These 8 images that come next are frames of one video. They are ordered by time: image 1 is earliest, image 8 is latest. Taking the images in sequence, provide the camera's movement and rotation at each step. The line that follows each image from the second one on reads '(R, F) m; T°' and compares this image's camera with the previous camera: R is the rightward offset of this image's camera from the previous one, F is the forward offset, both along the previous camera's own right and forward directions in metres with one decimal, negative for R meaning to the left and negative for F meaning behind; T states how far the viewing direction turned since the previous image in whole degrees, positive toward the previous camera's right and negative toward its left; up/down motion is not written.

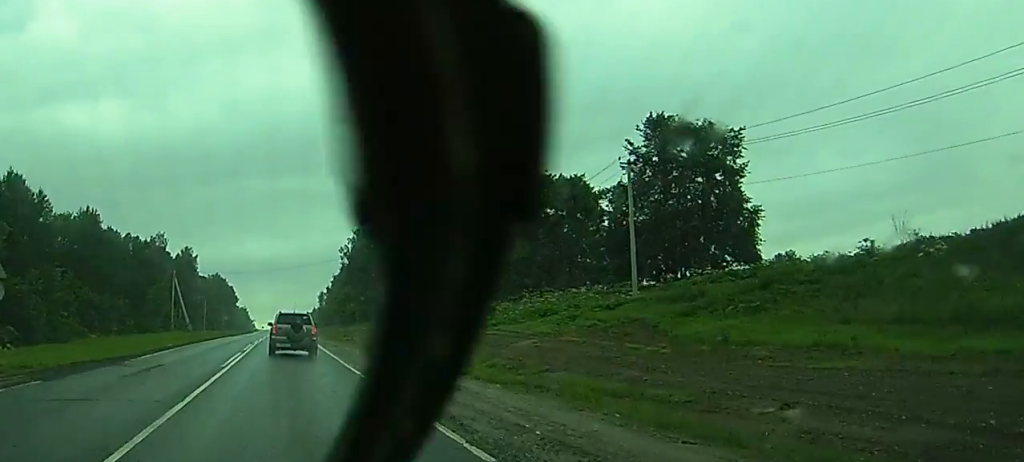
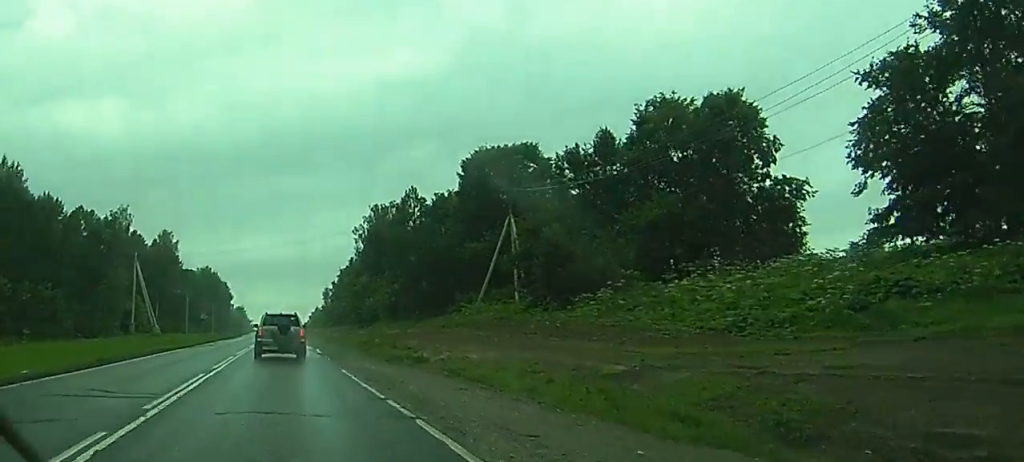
(+0.2, +37.7) m; +1°
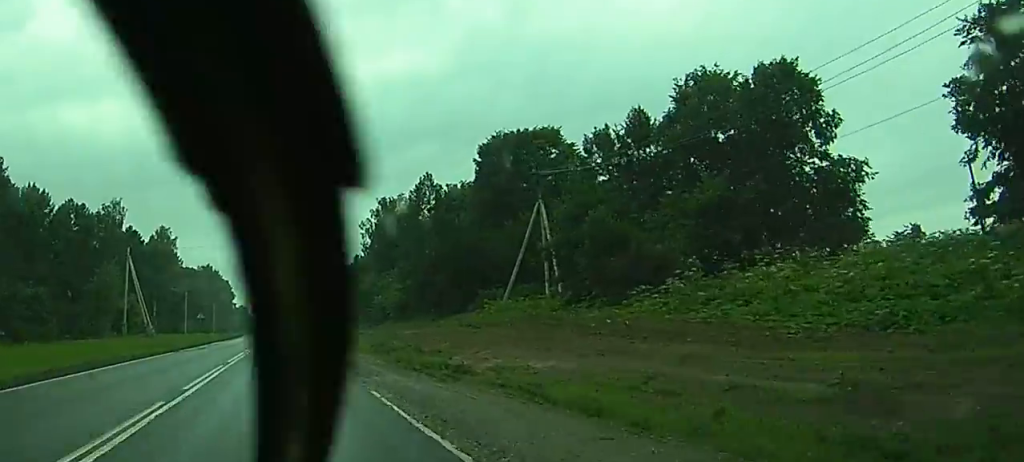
(+0.1, +7.5) m; 0°
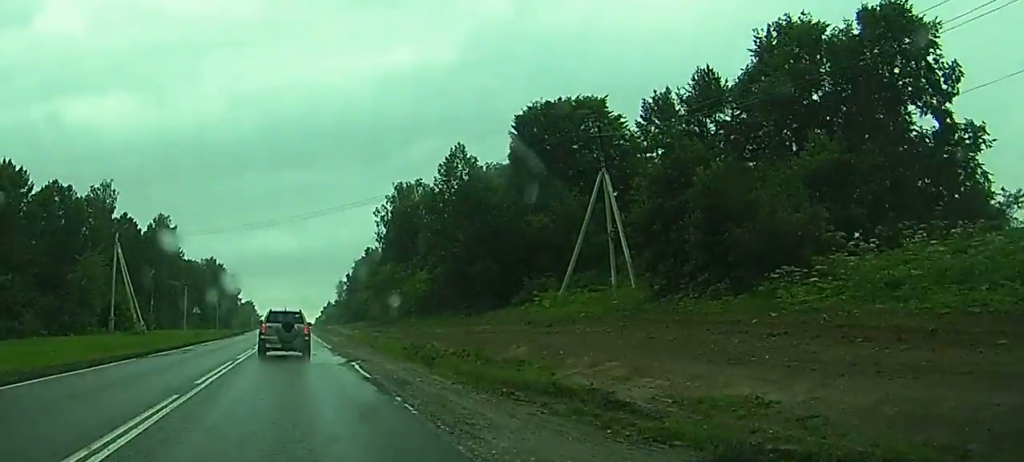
(0.0, +11.4) m; 0°
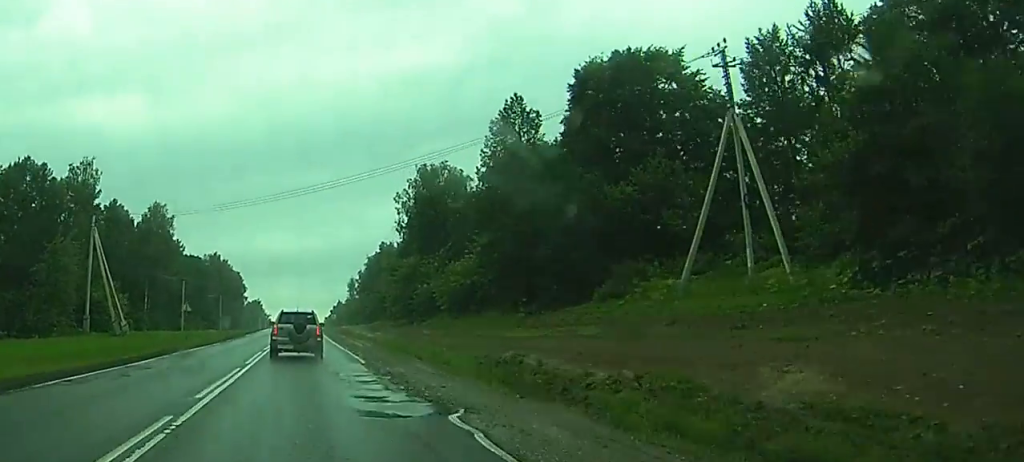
(-0.1, +14.8) m; -1°
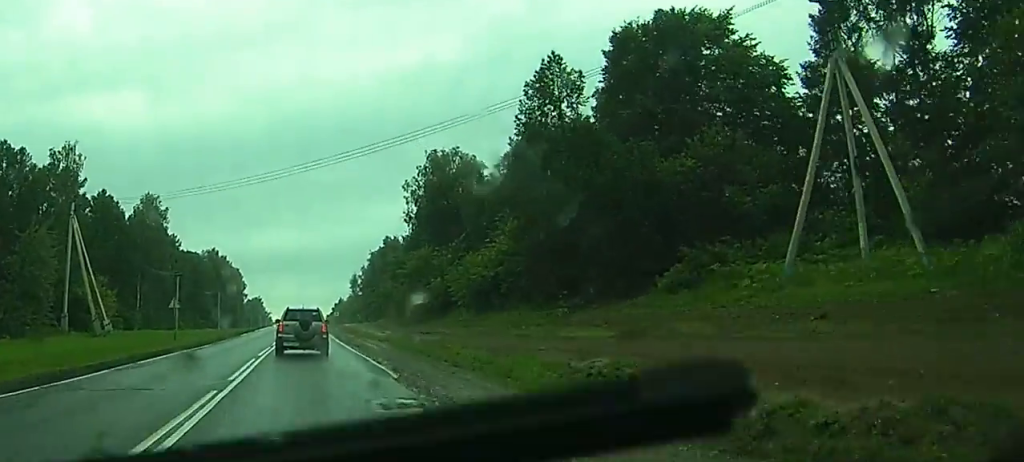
(0.0, +7.9) m; 0°
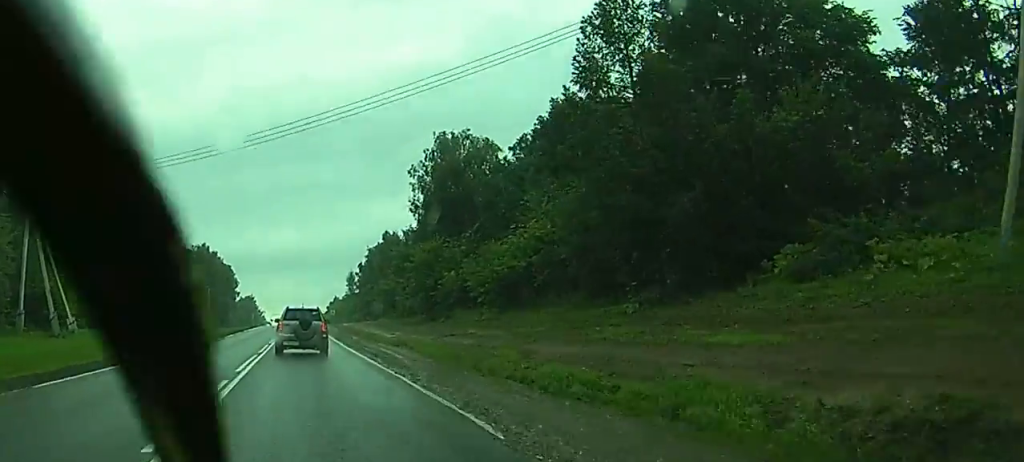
(0.0, +10.1) m; 0°
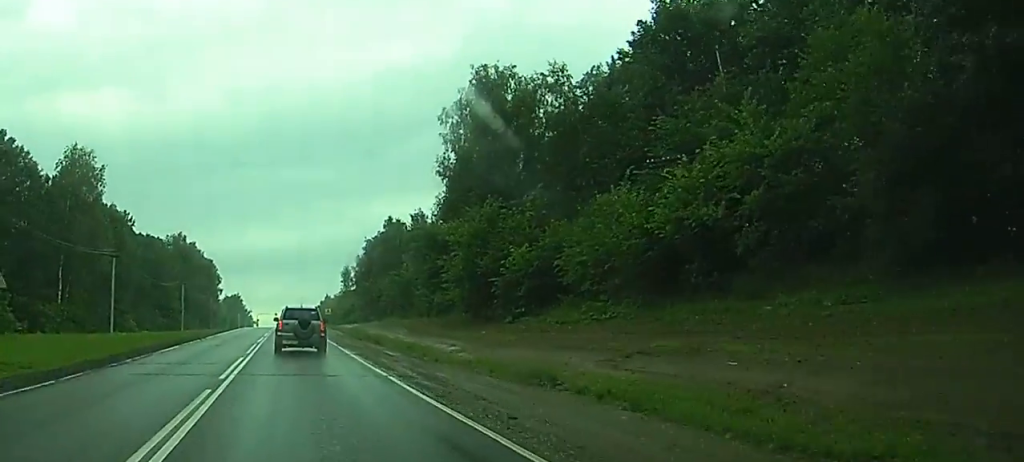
(0.0, +26.1) m; 0°
